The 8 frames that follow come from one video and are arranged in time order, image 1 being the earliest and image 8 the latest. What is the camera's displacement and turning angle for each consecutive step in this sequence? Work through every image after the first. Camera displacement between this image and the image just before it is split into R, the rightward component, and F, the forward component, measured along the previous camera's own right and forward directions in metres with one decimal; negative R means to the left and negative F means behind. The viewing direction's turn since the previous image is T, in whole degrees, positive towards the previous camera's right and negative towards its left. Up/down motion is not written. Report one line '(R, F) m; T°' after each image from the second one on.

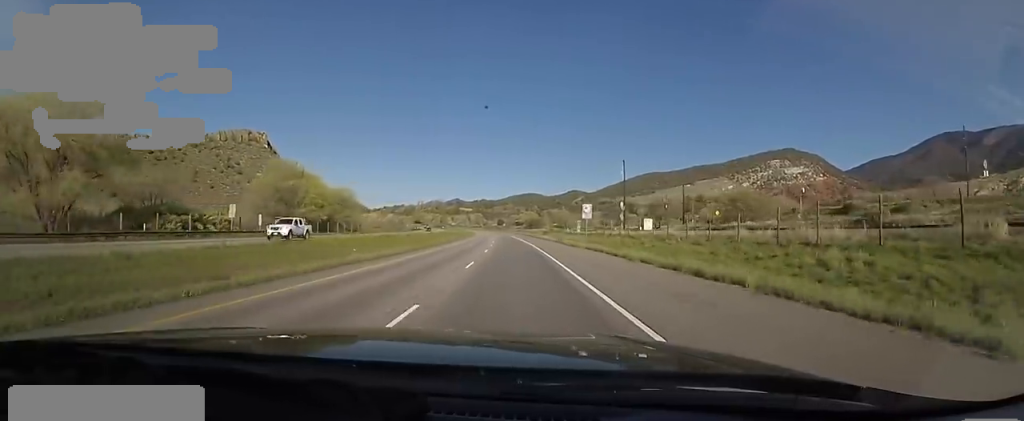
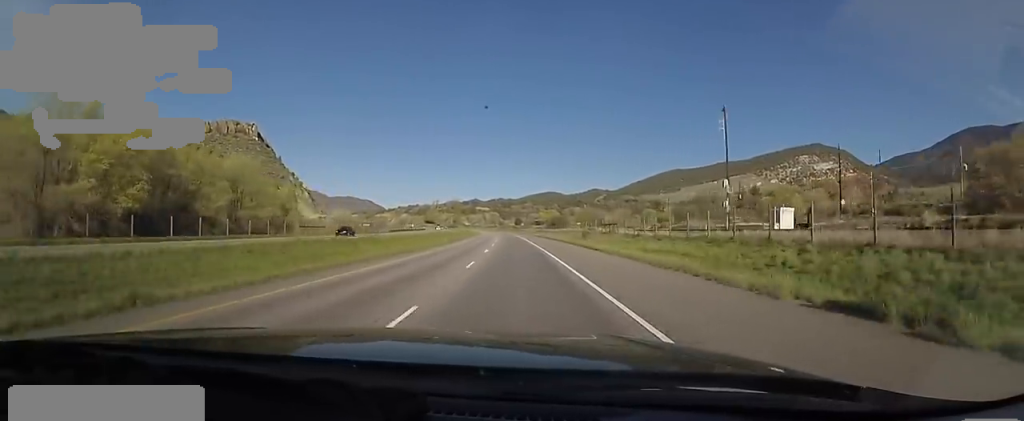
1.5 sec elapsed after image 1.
(-2.1, +47.4) m; -2°
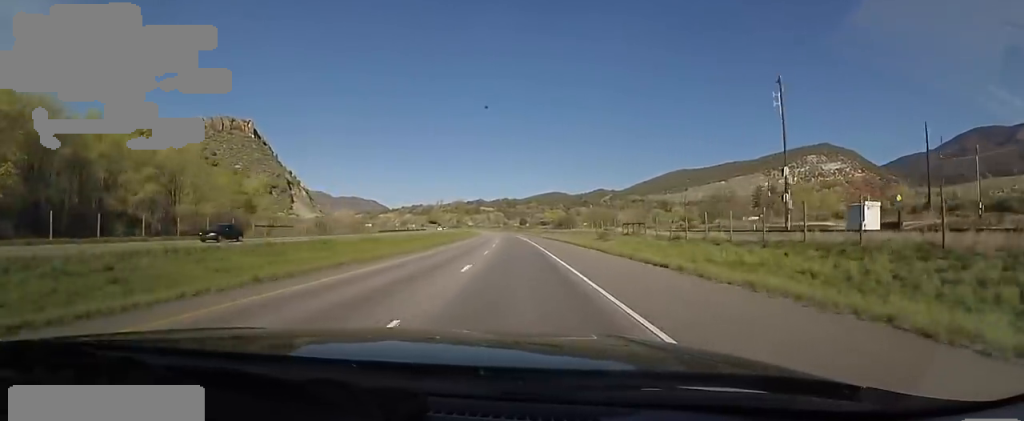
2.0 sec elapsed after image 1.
(+0.7, +13.4) m; 0°
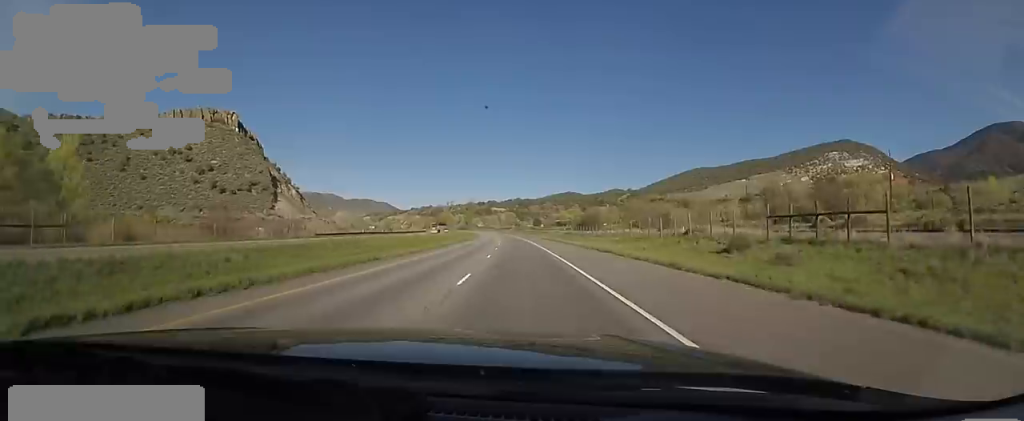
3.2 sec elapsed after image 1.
(-1.1, +39.4) m; -3°
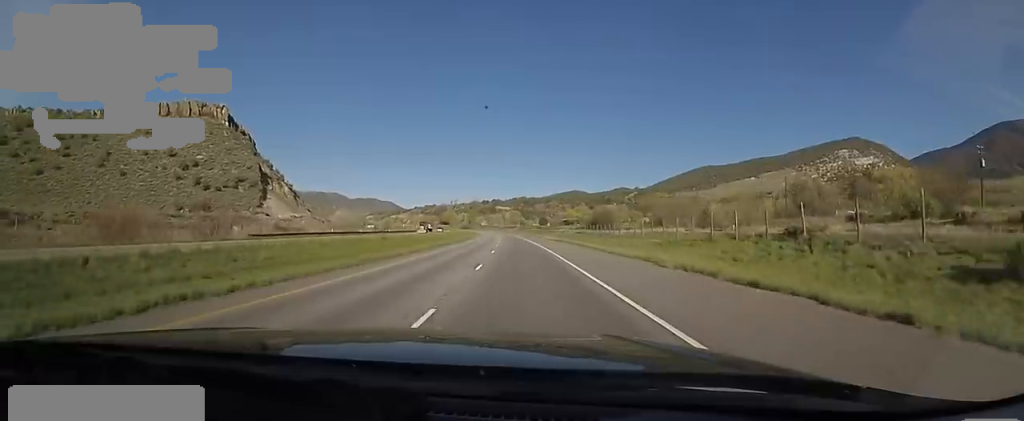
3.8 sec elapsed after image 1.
(0.0, +18.7) m; 0°
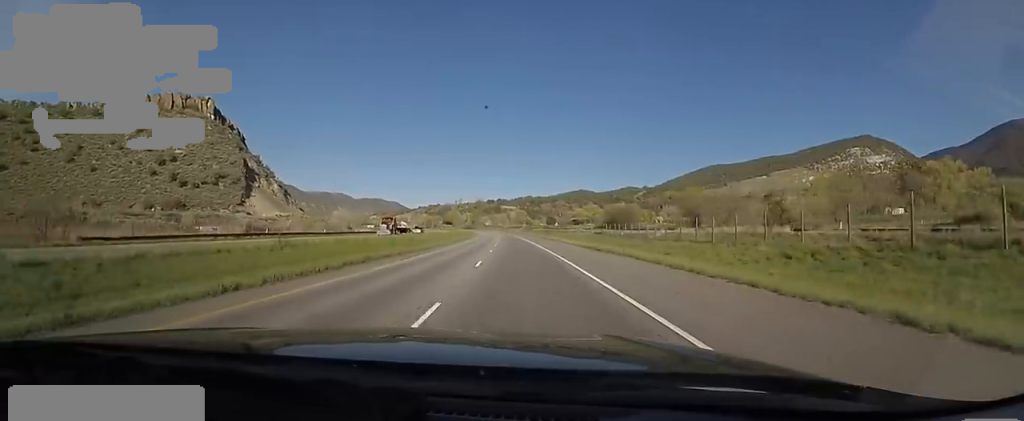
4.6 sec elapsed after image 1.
(0.0, +22.8) m; -1°
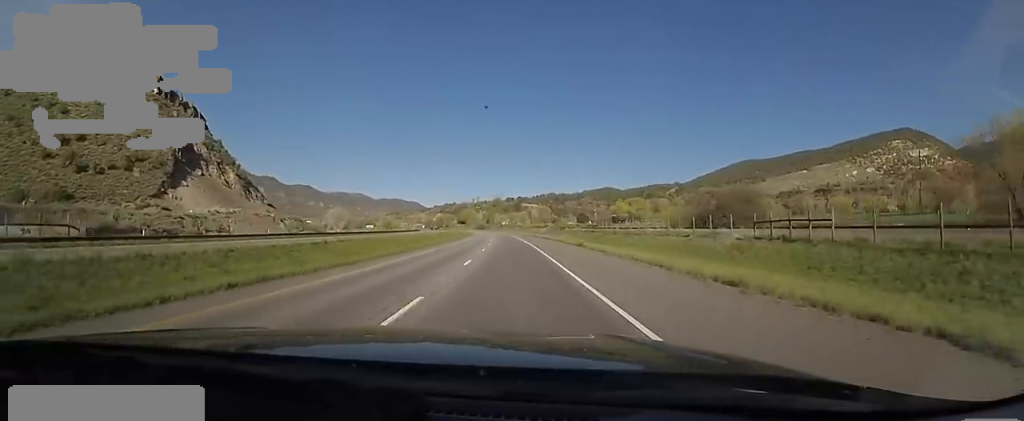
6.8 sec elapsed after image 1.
(-2.0, +70.3) m; -2°
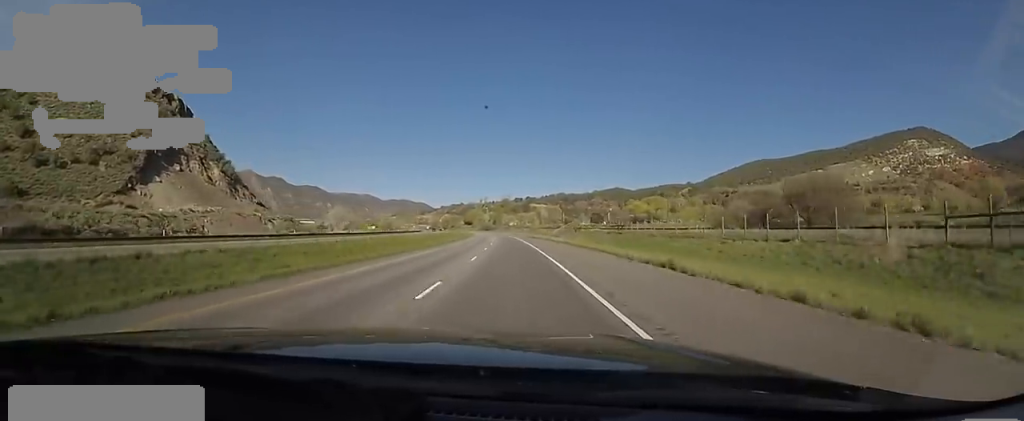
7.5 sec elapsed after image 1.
(+0.2, +20.6) m; -1°
